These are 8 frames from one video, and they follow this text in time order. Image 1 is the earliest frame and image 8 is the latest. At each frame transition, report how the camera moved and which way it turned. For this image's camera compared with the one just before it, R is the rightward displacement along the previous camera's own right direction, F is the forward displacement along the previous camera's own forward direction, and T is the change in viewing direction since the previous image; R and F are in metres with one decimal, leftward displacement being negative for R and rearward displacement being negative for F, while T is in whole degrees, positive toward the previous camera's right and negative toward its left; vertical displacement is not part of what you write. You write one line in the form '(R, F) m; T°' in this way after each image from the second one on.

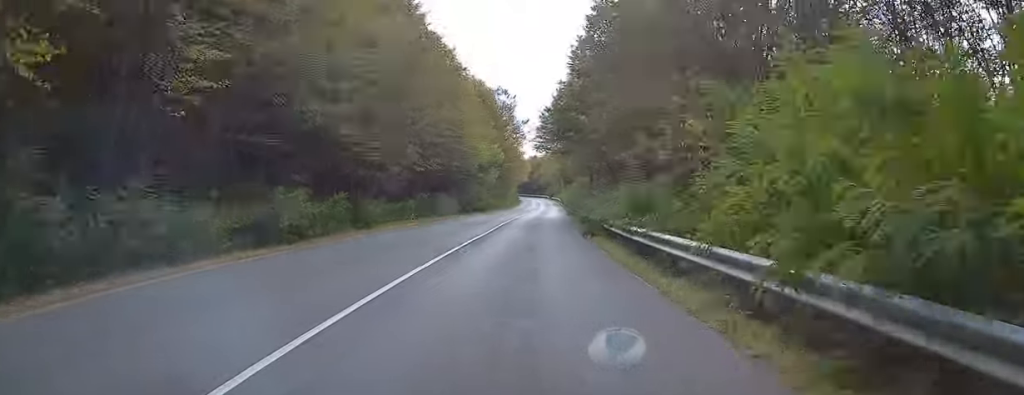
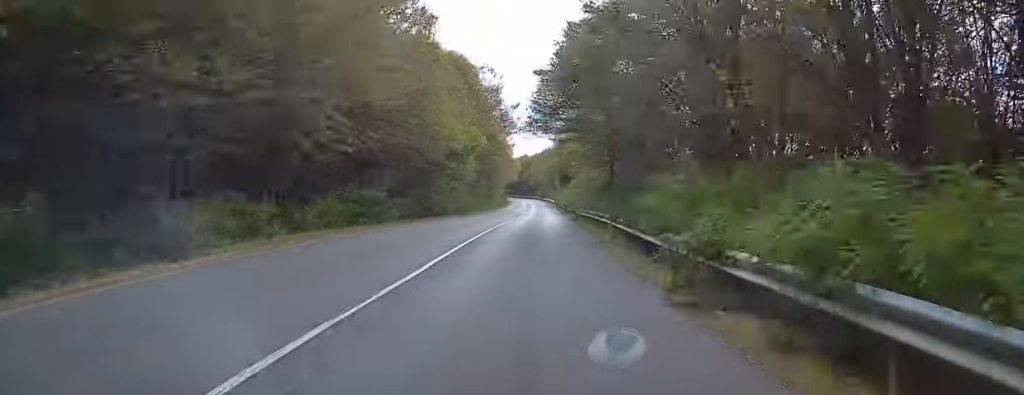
(+0.3, +15.6) m; +2°
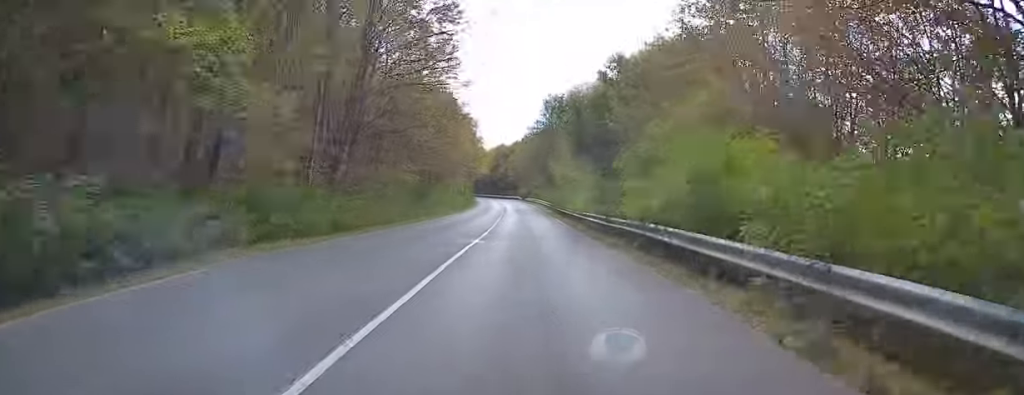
(+1.1, +45.8) m; +1°
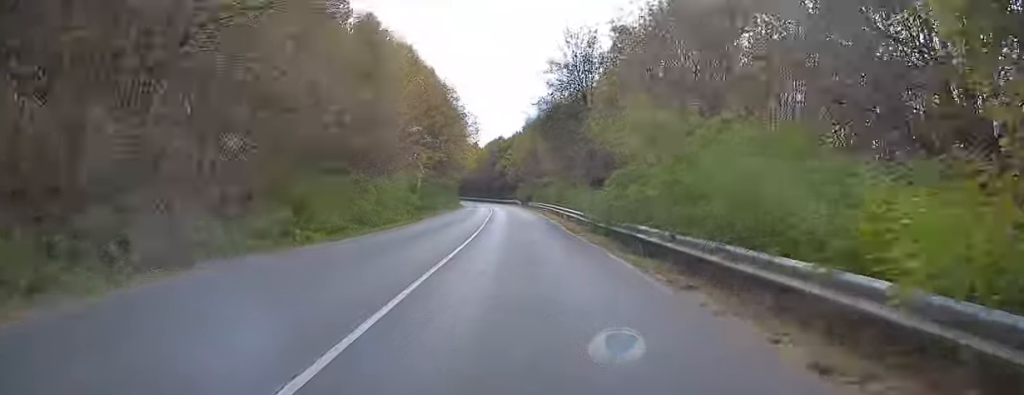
(-0.4, +30.5) m; -1°
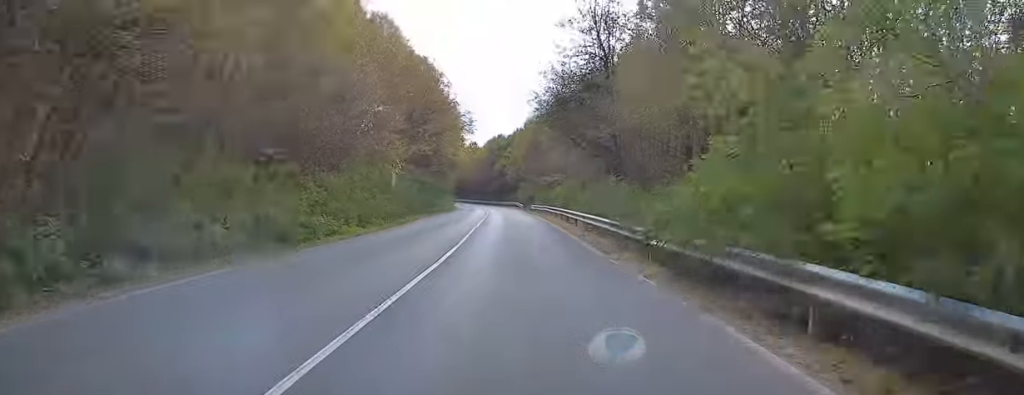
(0.0, +9.5) m; 0°
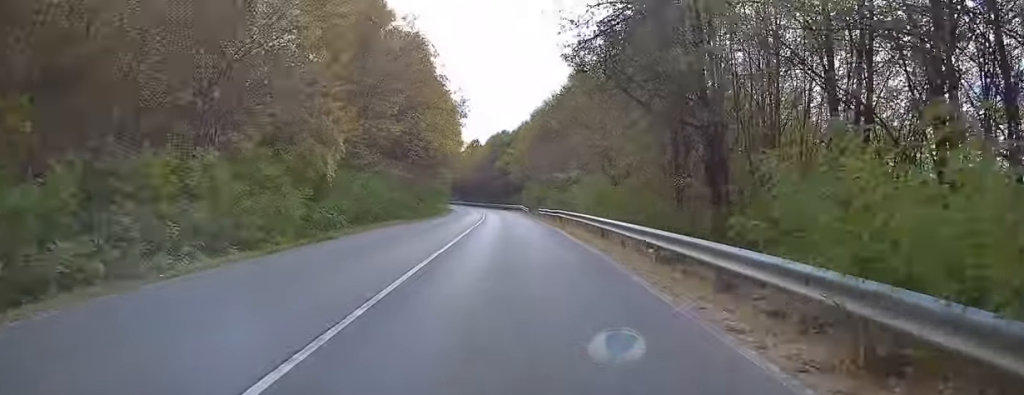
(+0.1, +13.2) m; 0°
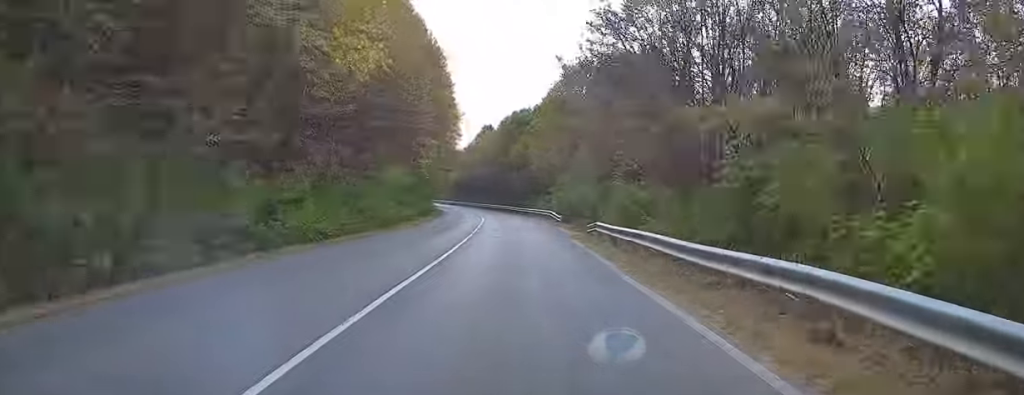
(-0.3, +31.0) m; -2°
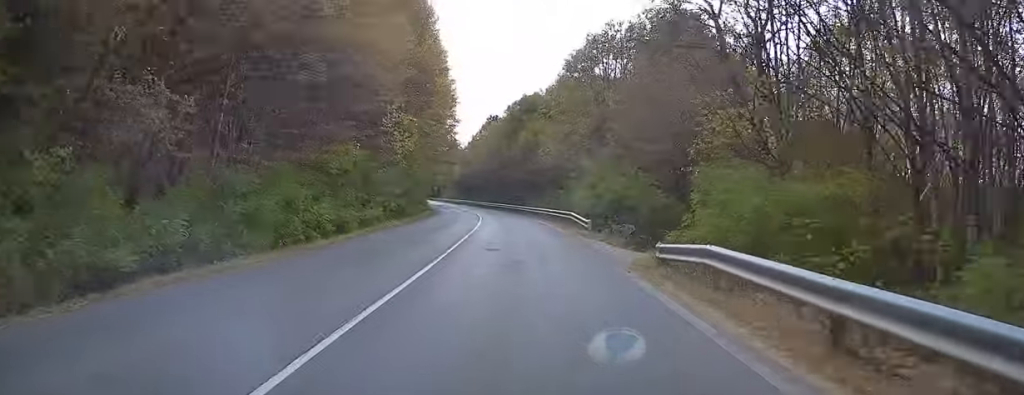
(-0.1, +12.6) m; -1°
